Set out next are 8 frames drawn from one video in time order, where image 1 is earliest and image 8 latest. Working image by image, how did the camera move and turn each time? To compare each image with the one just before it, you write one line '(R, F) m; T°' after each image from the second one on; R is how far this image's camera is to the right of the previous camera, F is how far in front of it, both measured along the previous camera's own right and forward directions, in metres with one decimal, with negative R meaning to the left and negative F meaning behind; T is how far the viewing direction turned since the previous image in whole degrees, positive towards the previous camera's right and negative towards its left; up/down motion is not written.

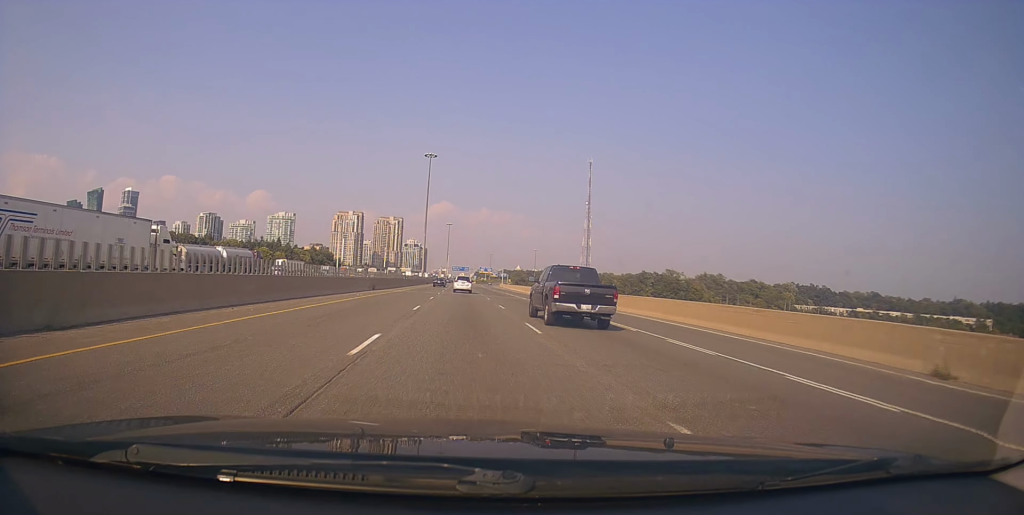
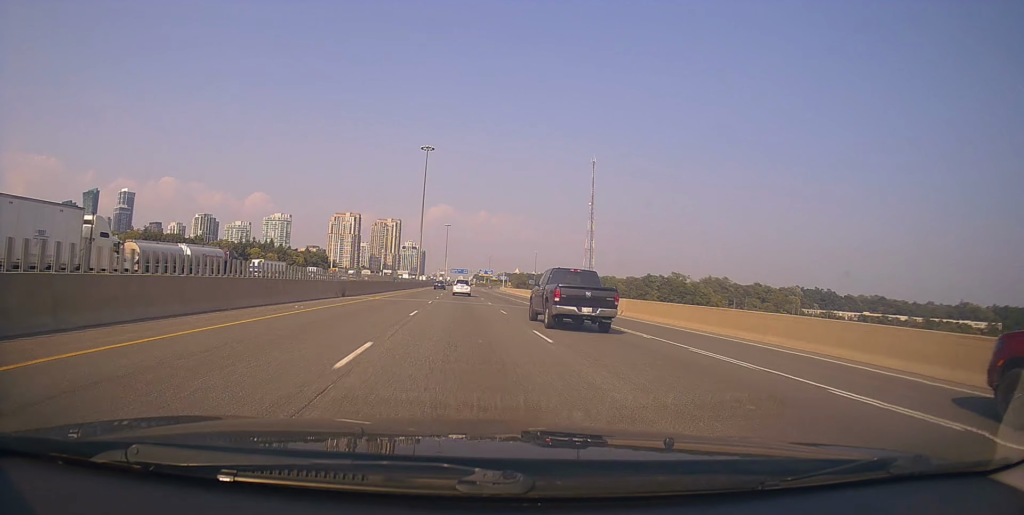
(+0.5, +13.3) m; +1°
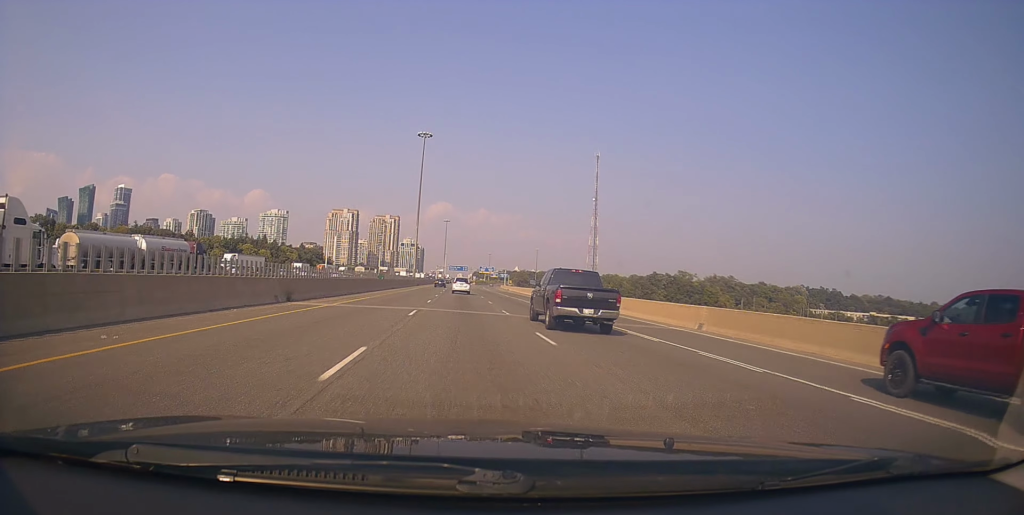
(+0.2, +12.5) m; +1°
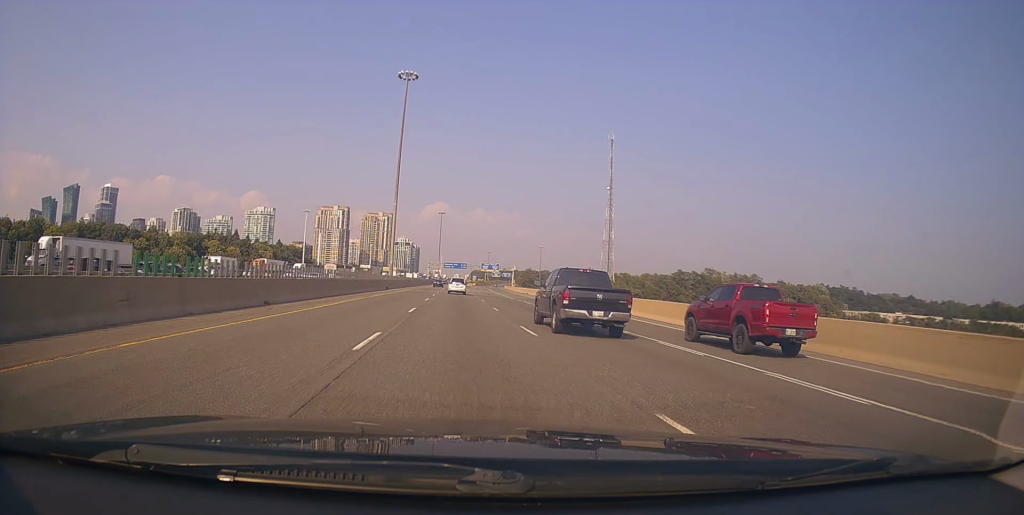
(+0.5, +44.8) m; -1°
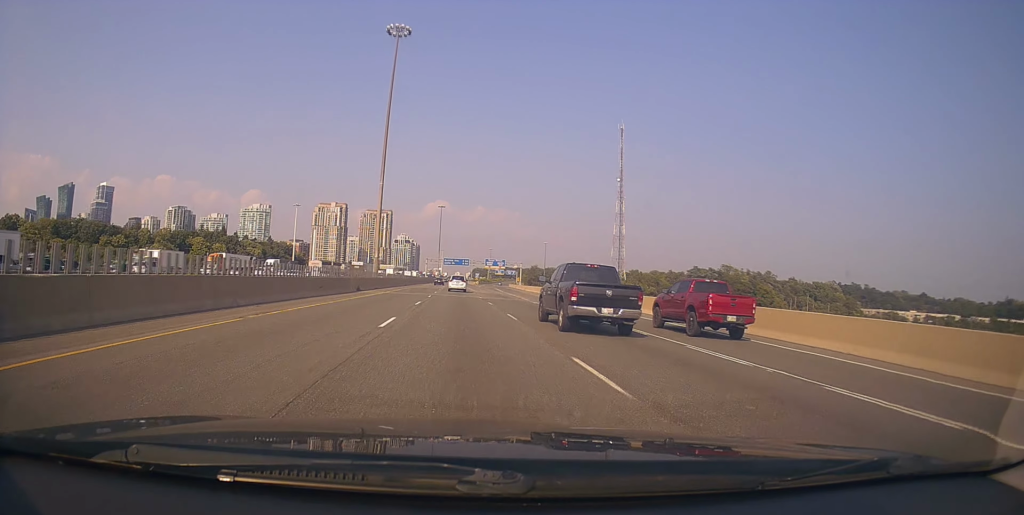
(-0.4, +19.8) m; 0°
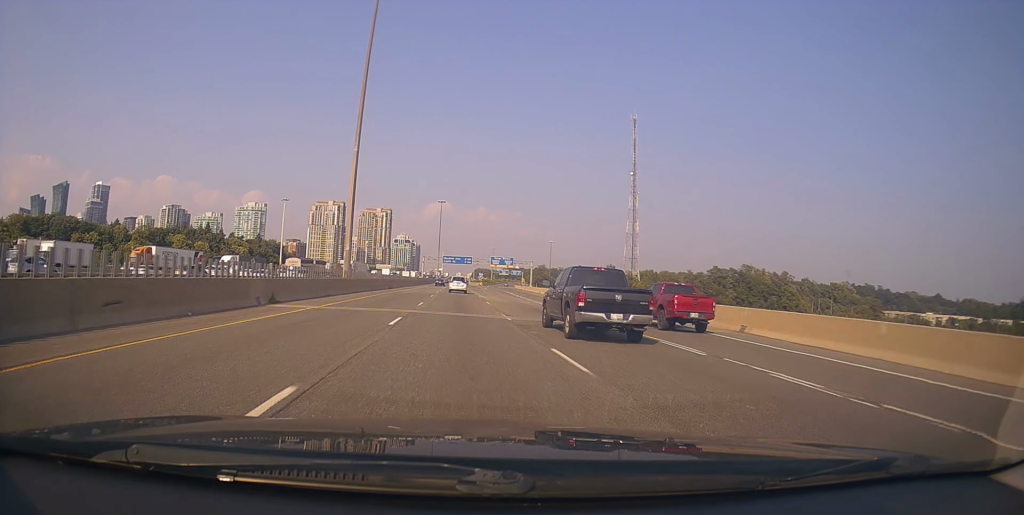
(0.0, +21.8) m; 0°
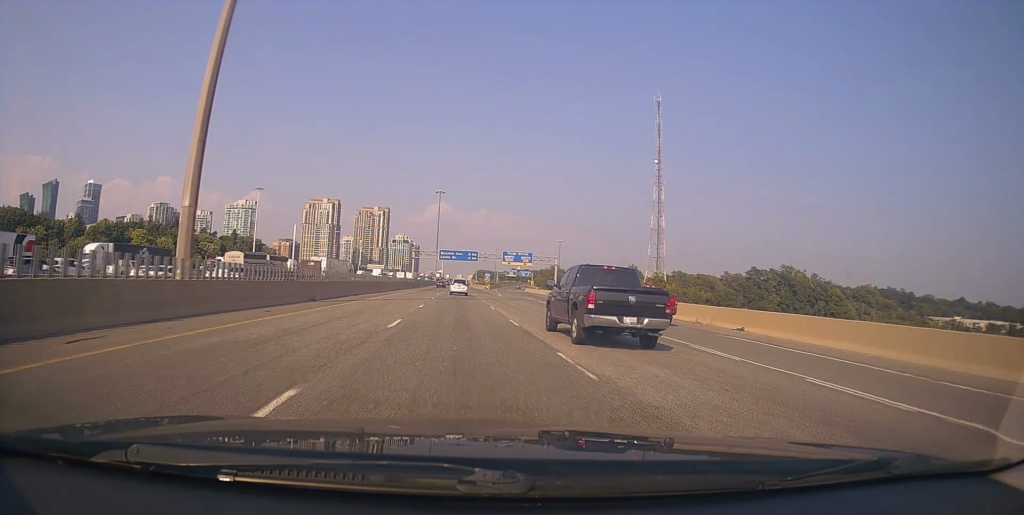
(+0.2, +36.3) m; 0°
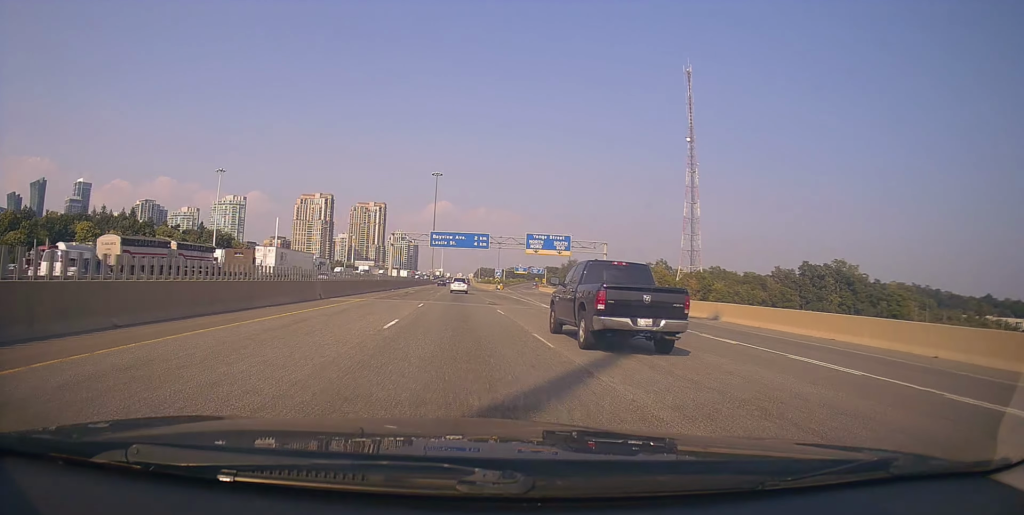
(+0.1, +38.4) m; 0°
